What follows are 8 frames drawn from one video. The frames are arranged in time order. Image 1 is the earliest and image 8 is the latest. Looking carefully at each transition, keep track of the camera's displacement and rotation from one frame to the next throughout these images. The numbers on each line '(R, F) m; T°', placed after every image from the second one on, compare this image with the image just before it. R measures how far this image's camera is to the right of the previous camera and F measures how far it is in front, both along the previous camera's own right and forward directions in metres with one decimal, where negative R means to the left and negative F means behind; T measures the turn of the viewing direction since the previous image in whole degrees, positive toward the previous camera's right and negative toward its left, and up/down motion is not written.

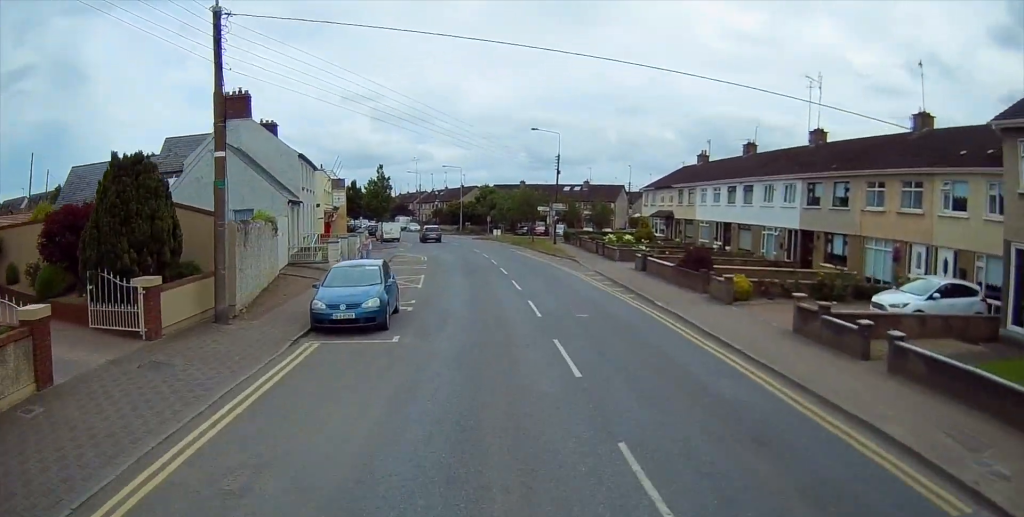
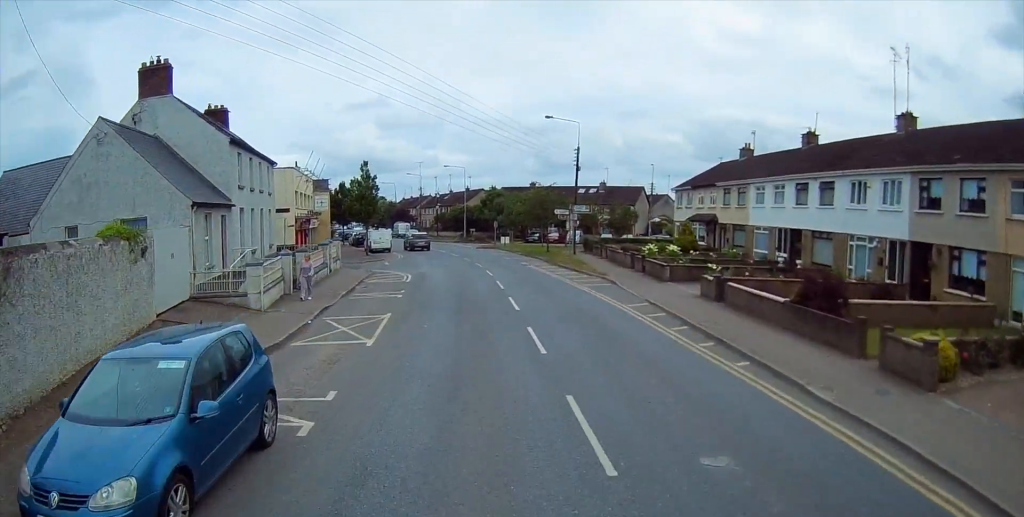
(0.0, +10.2) m; -2°
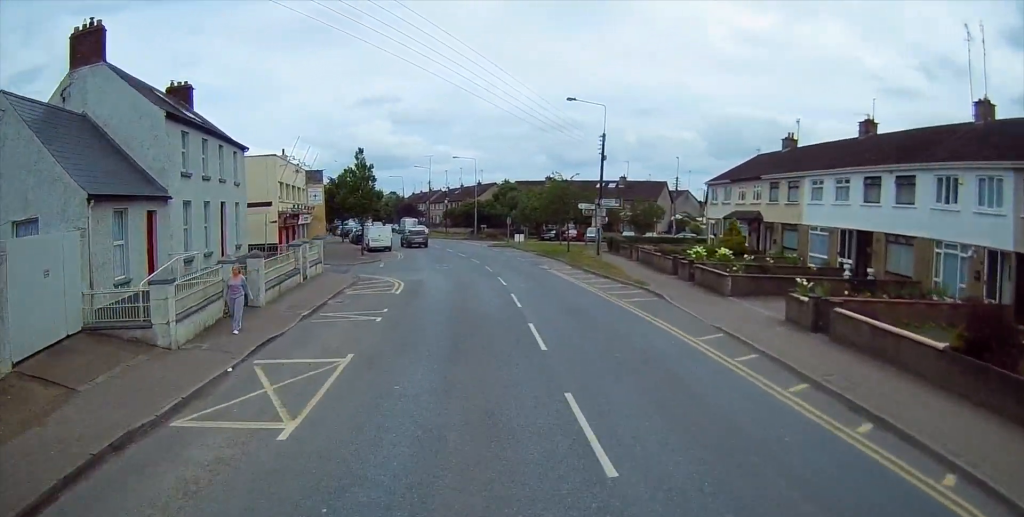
(-0.1, +6.3) m; -1°
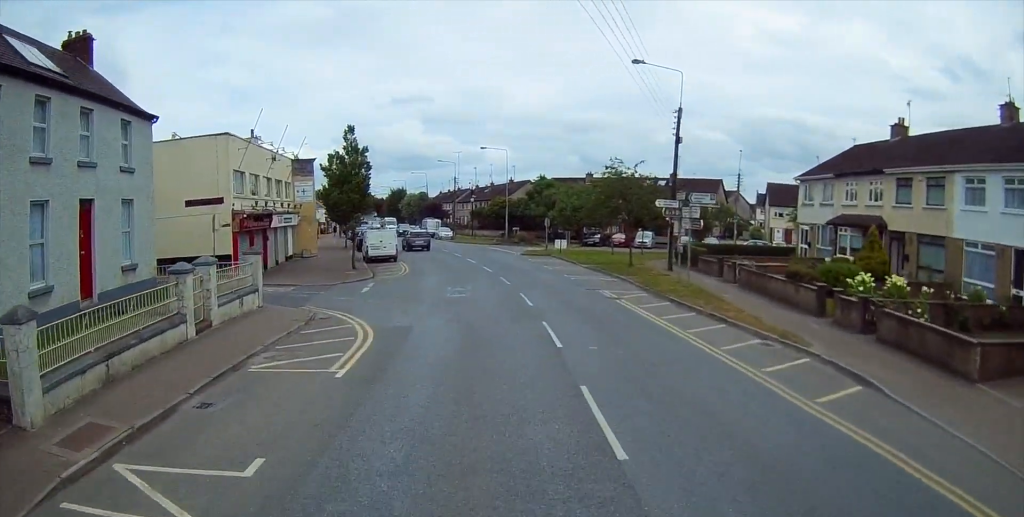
(-0.1, +11.8) m; 0°
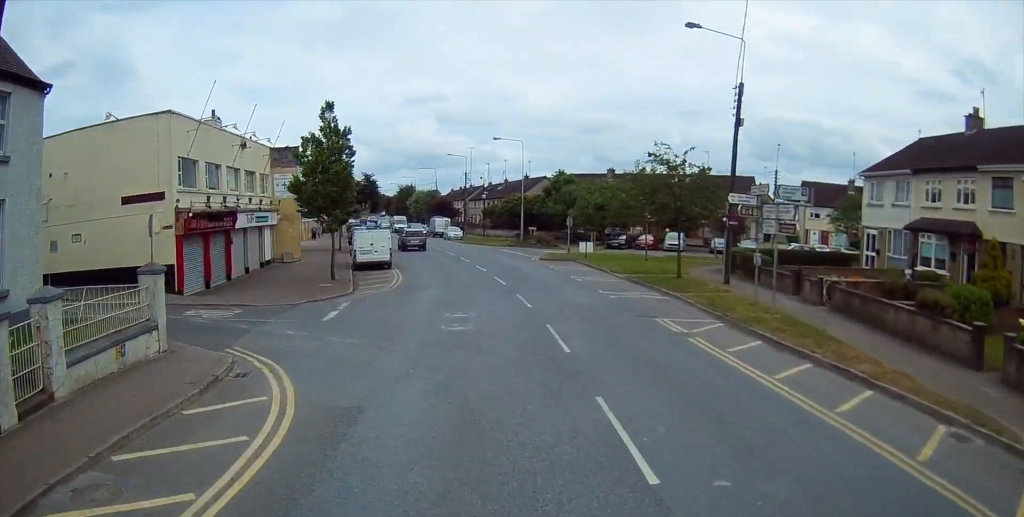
(+0.5, +6.9) m; -1°
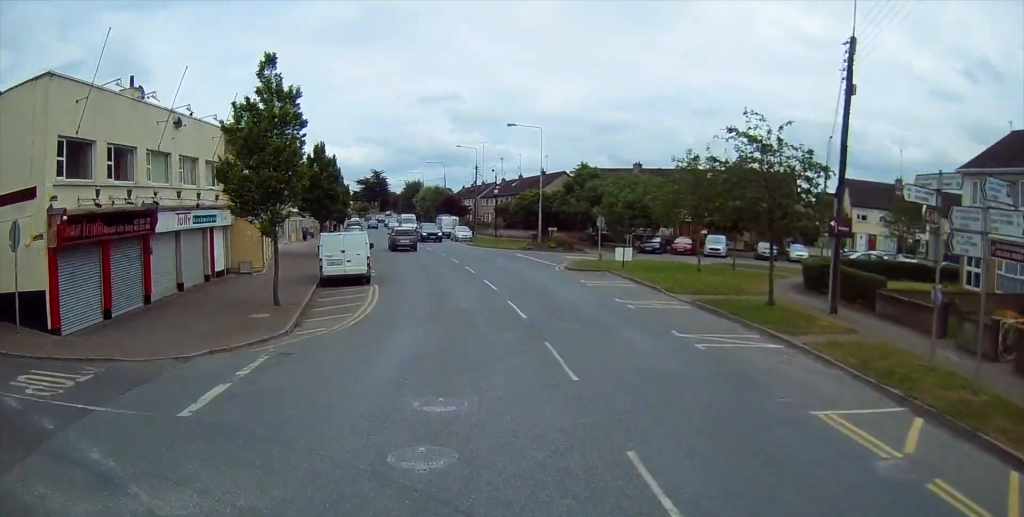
(-0.8, +8.7) m; -4°
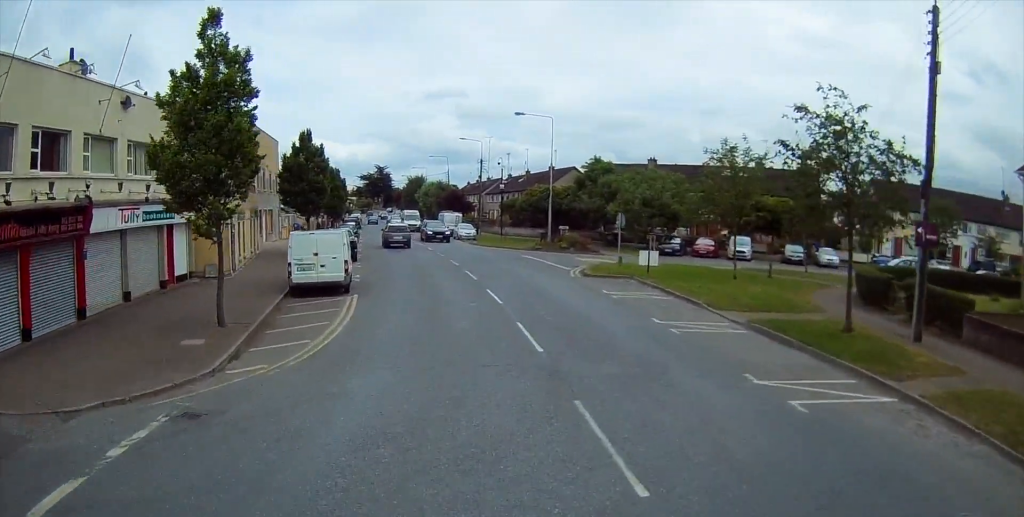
(0.0, +4.5) m; 0°
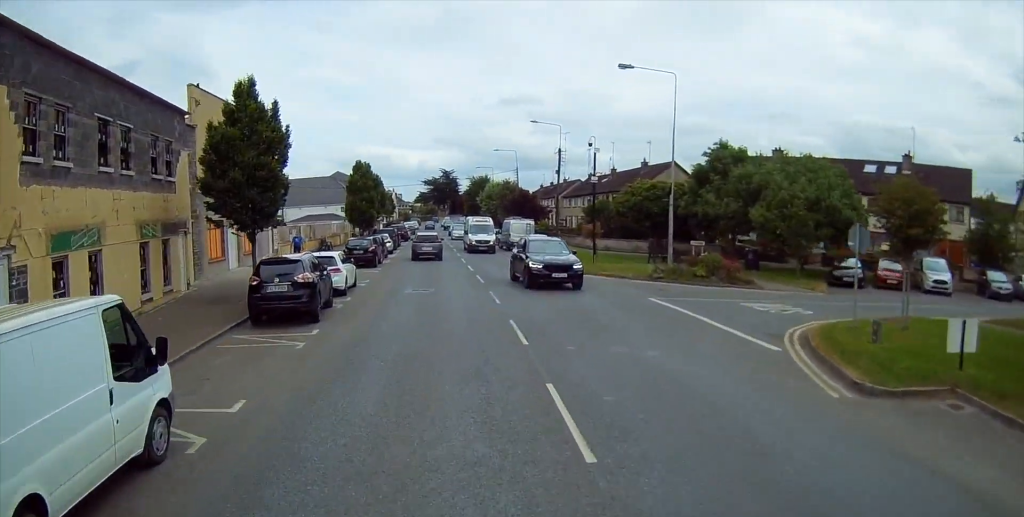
(+0.3, +18.3) m; -3°
